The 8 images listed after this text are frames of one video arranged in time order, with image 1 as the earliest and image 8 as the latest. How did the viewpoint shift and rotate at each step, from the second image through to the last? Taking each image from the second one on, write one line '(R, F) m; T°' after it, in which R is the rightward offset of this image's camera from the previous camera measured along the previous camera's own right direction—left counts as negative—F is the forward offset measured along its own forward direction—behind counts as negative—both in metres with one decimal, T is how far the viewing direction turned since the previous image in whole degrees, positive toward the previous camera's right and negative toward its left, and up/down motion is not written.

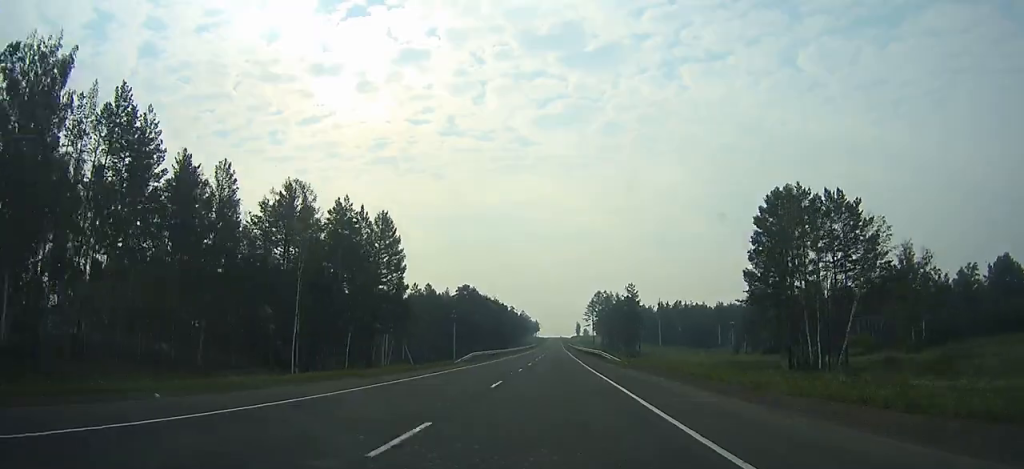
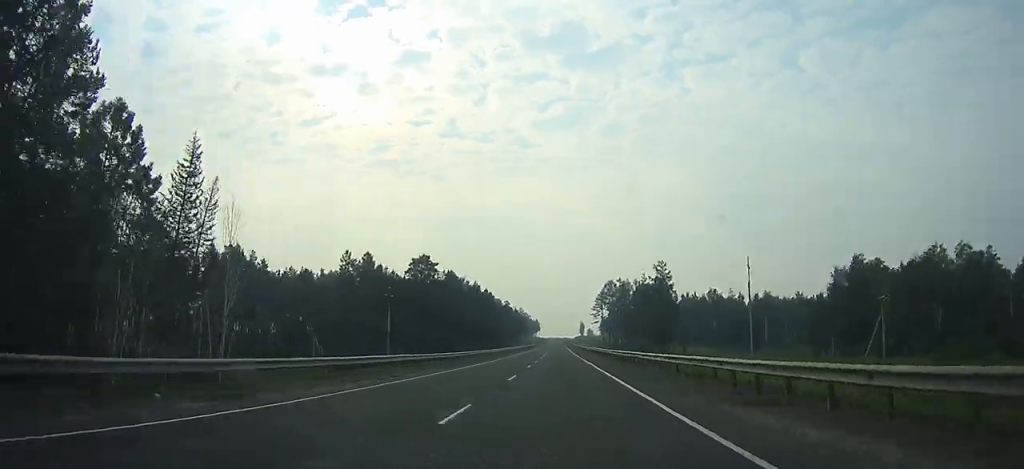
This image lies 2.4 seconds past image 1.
(-0.3, +55.9) m; 0°
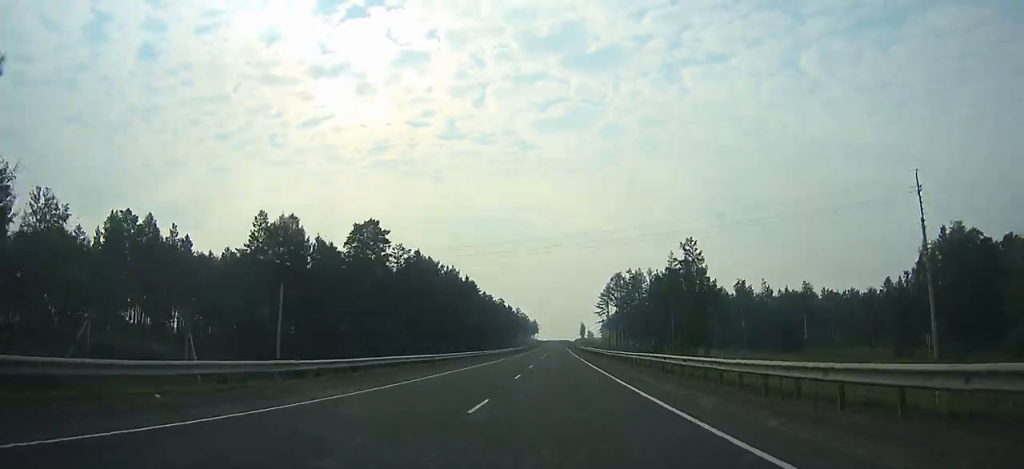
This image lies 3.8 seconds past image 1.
(-0.2, +34.3) m; +1°
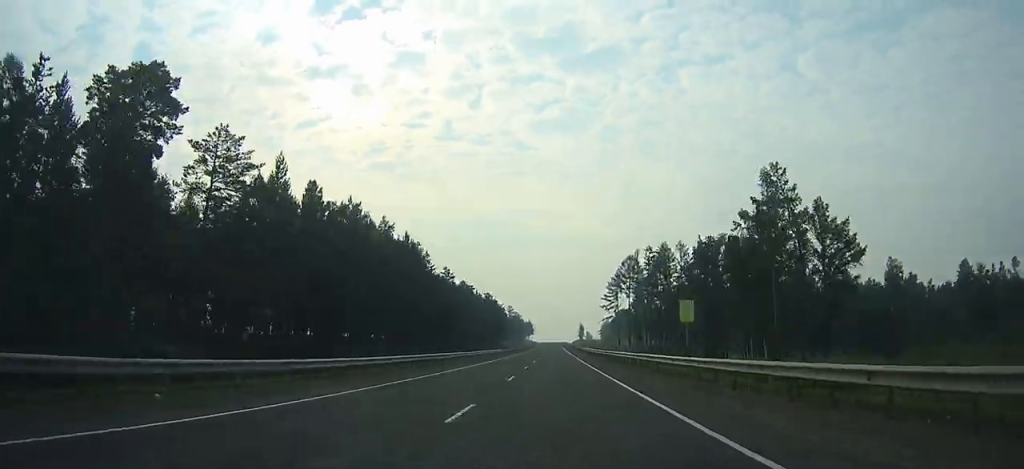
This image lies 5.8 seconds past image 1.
(+0.6, +49.3) m; 0°
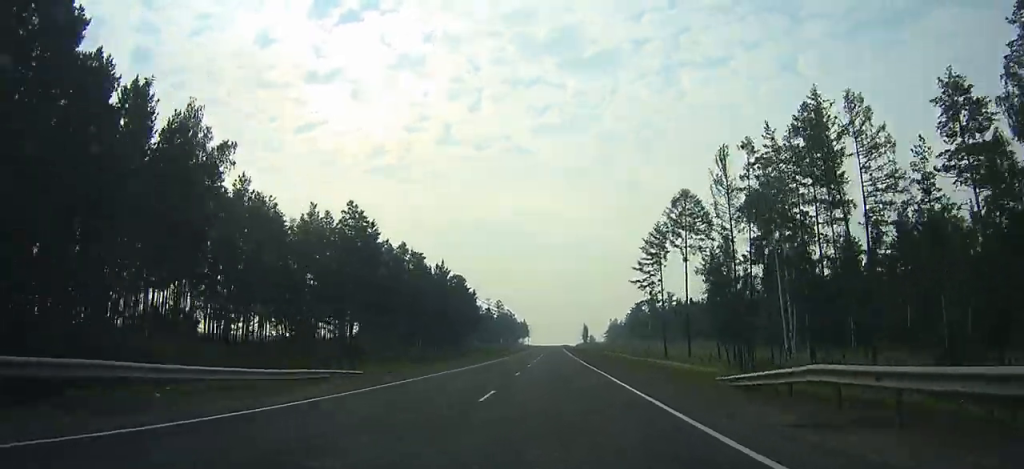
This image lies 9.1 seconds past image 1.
(-0.8, +80.8) m; -2°
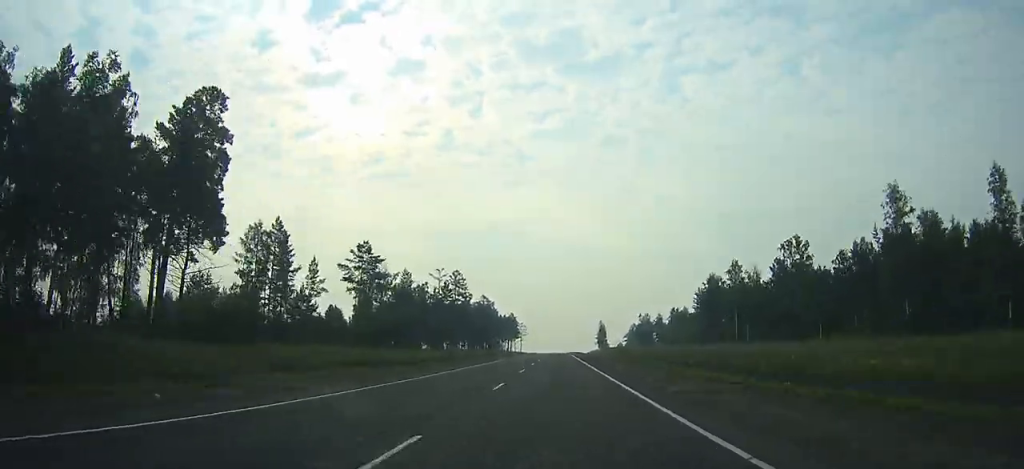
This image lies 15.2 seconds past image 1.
(-1.1, +146.1) m; 0°
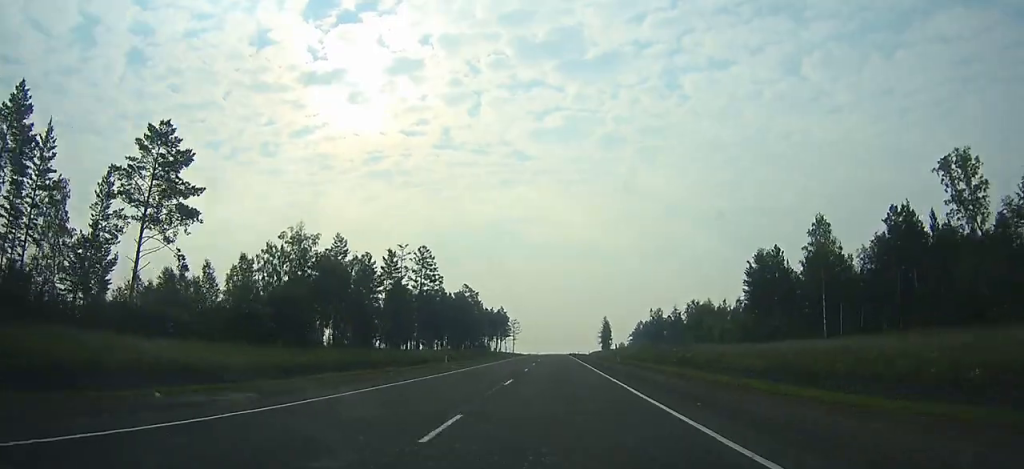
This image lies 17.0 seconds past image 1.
(-0.1, +43.4) m; 0°
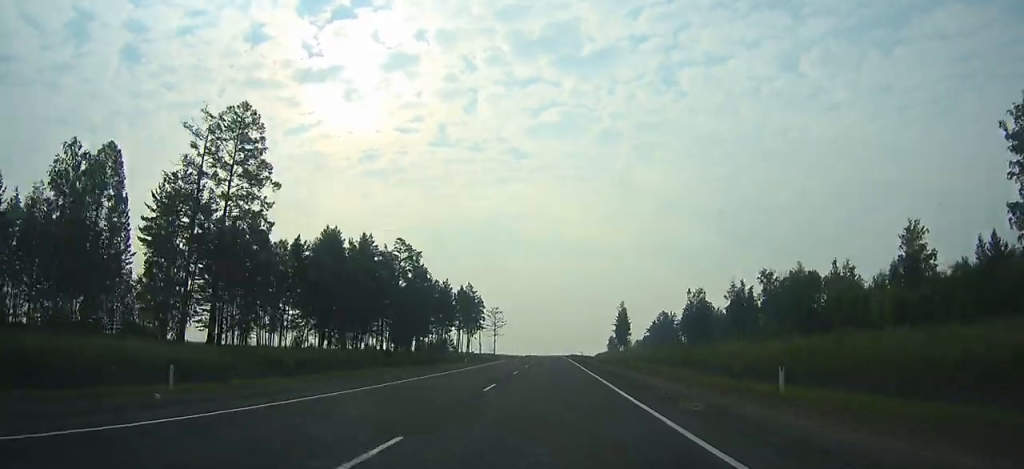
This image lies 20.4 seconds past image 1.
(+0.2, +86.0) m; 0°
